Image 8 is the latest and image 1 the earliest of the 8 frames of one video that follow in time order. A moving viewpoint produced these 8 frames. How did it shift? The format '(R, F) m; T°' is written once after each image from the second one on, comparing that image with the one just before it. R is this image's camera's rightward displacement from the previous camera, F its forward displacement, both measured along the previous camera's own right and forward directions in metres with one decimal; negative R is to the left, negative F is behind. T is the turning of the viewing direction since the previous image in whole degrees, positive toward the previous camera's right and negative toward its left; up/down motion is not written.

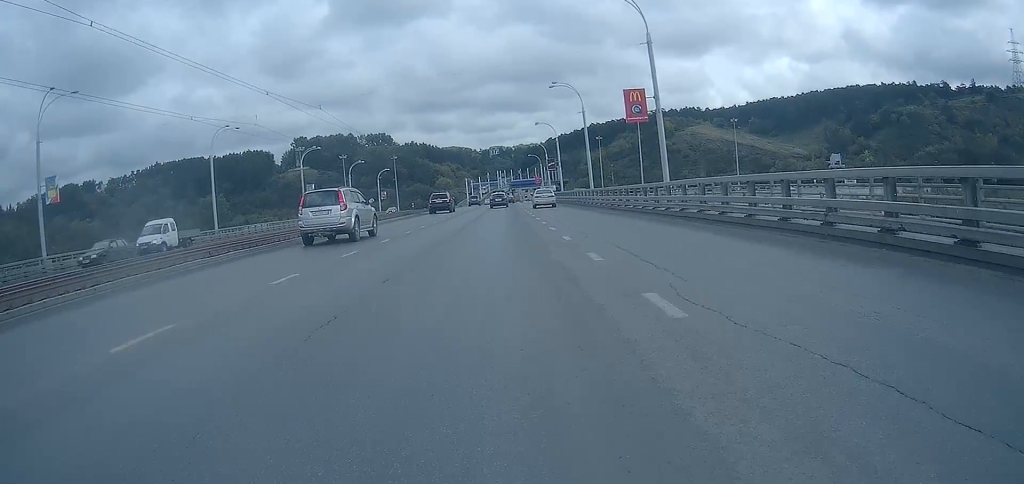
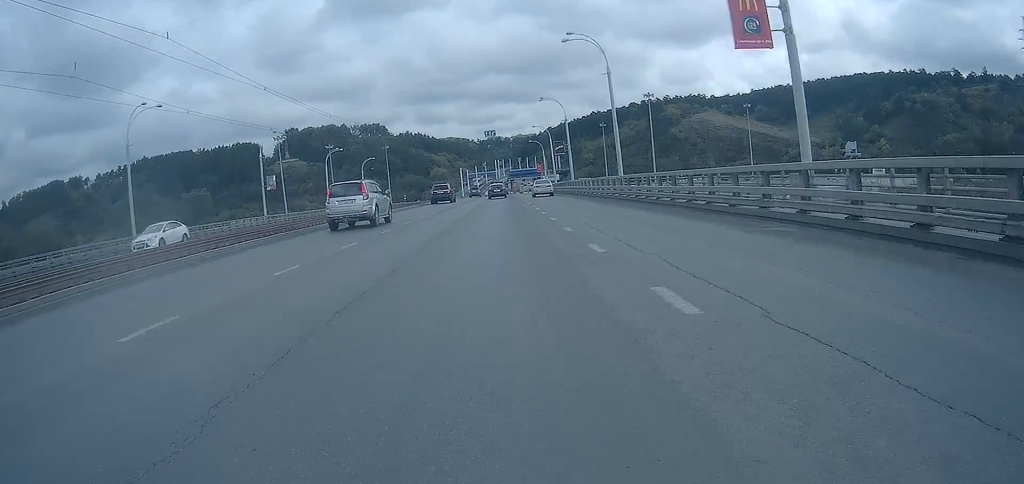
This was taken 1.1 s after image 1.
(0.0, +16.7) m; 0°
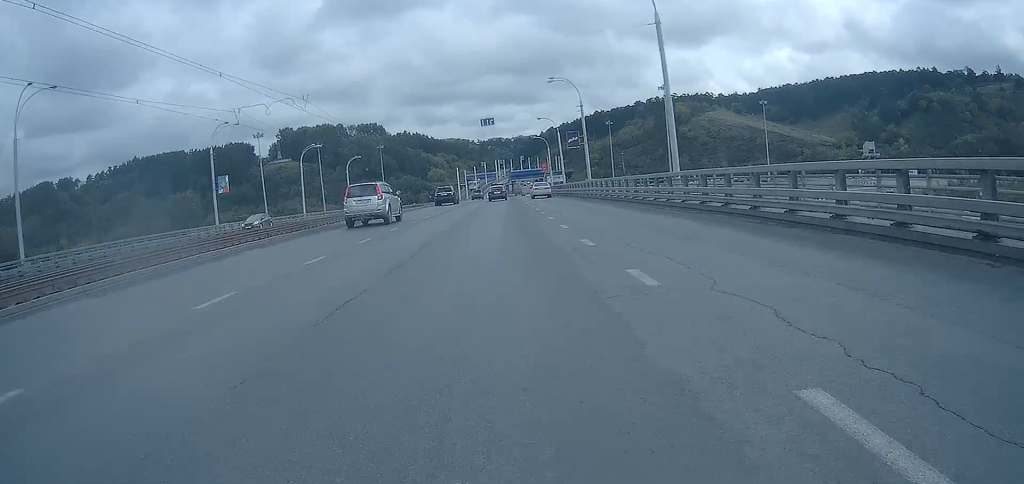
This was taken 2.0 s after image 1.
(0.0, +15.3) m; -1°
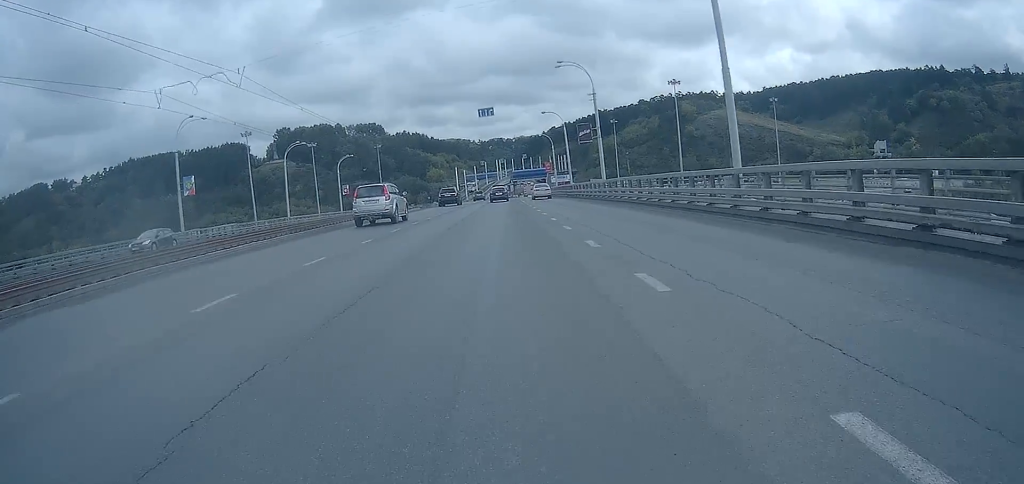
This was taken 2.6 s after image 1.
(-0.1, +8.6) m; 0°
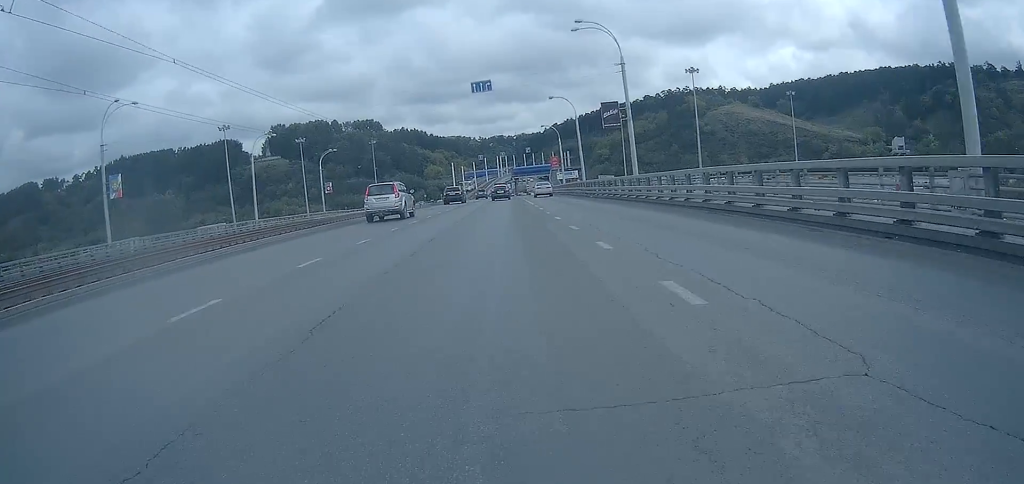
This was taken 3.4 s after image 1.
(-0.1, +13.4) m; 0°
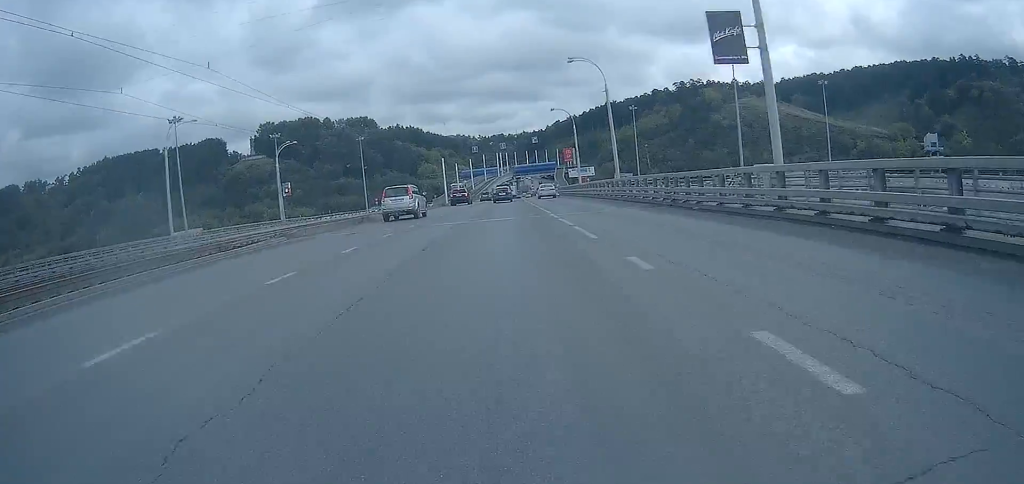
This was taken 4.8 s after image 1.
(+0.1, +23.1) m; 0°
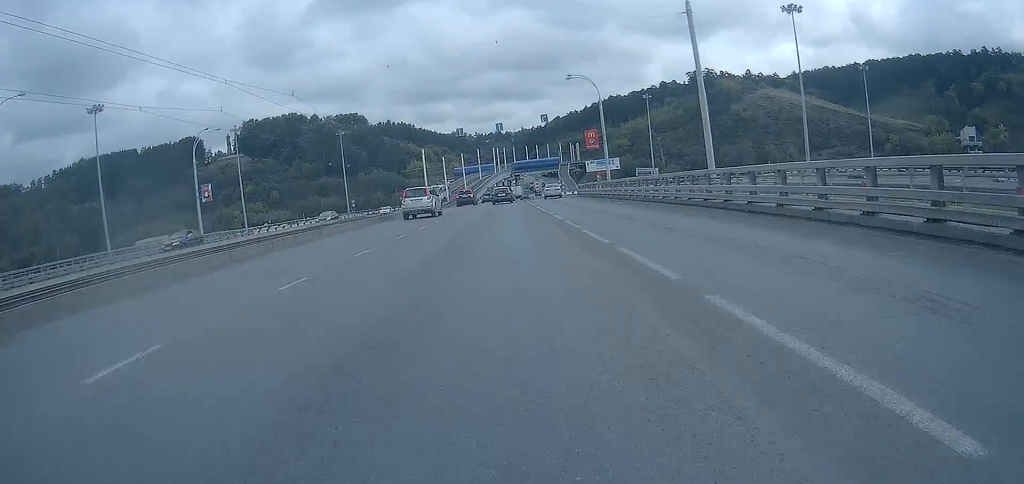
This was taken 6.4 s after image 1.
(-0.2, +26.0) m; 0°
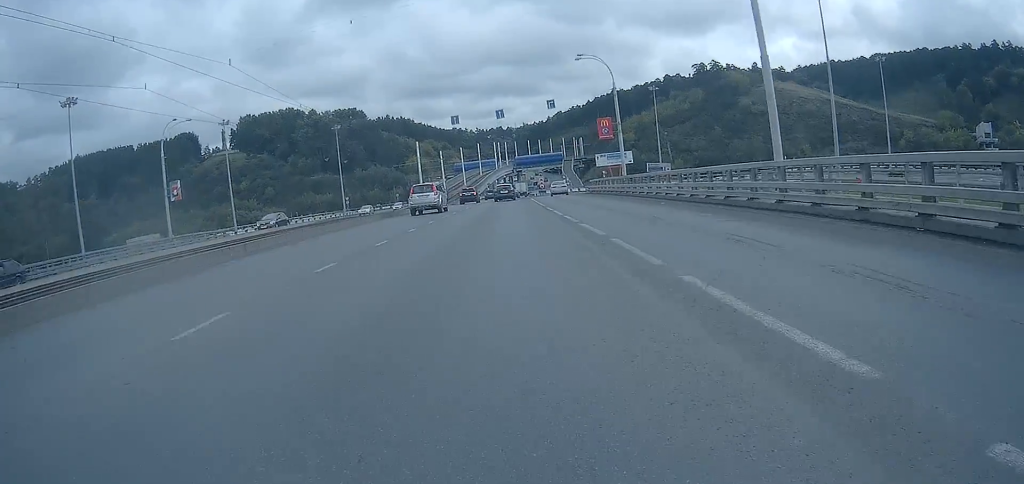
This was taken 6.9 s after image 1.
(0.0, +7.6) m; 0°
